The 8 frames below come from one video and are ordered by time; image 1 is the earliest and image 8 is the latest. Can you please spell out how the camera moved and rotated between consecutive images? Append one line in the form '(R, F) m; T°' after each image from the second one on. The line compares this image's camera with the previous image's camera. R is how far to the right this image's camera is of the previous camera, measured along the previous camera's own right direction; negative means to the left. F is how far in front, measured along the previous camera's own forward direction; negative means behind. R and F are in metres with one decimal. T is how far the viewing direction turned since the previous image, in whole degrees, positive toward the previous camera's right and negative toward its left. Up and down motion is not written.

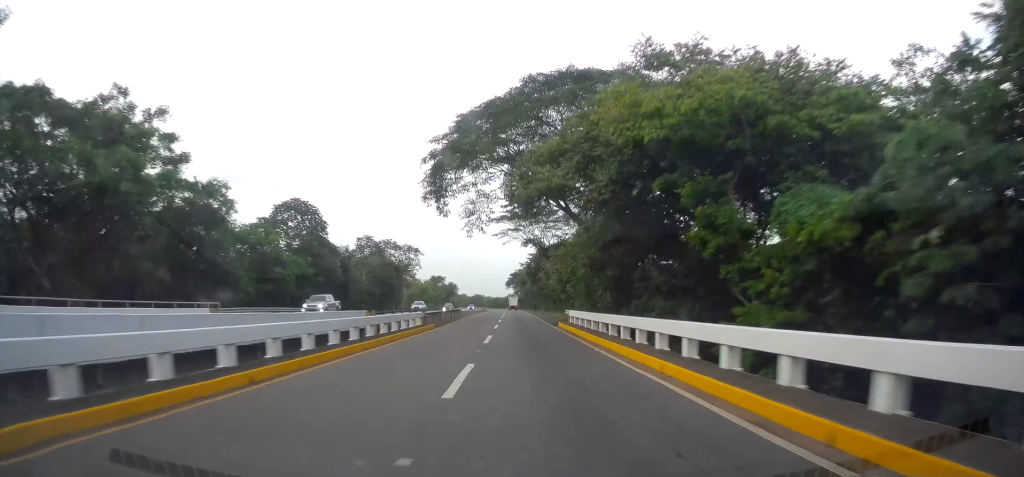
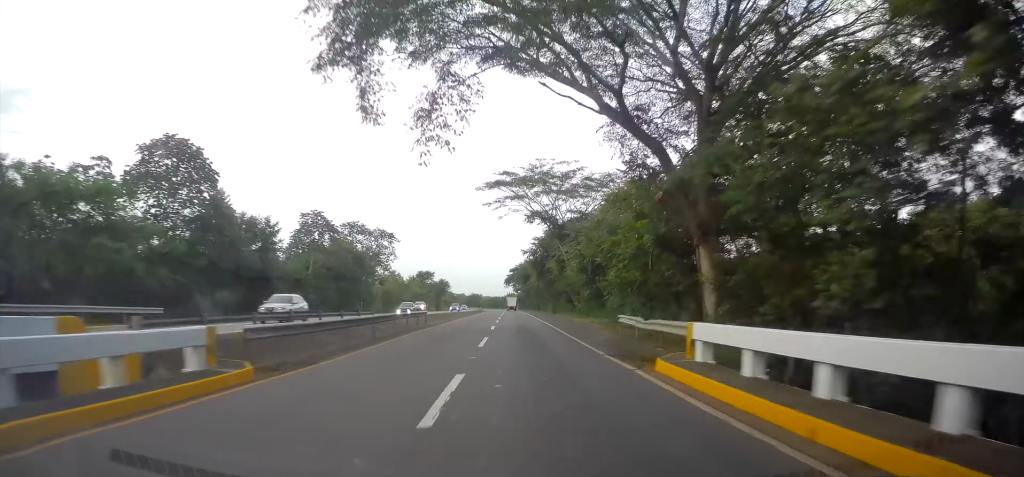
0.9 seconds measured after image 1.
(+0.2, +25.2) m; 0°
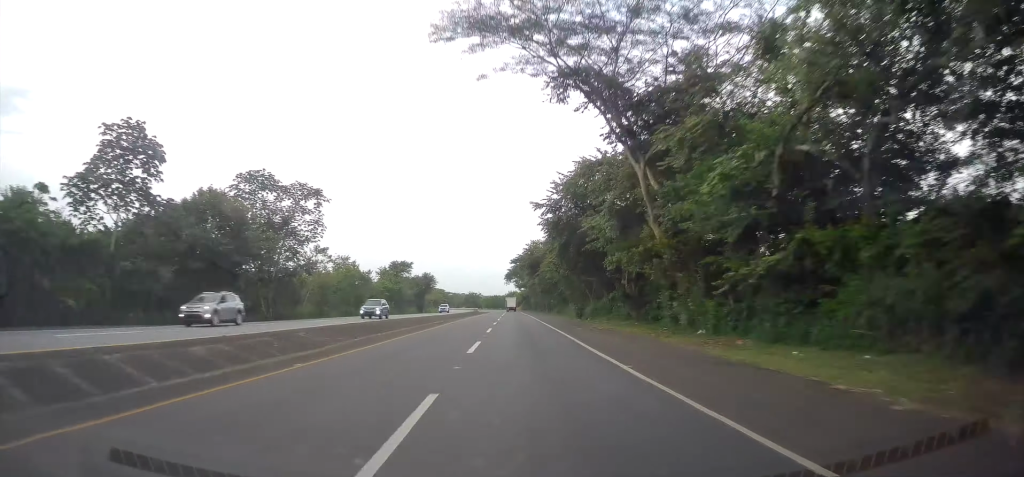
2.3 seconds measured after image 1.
(+0.1, +36.6) m; 0°
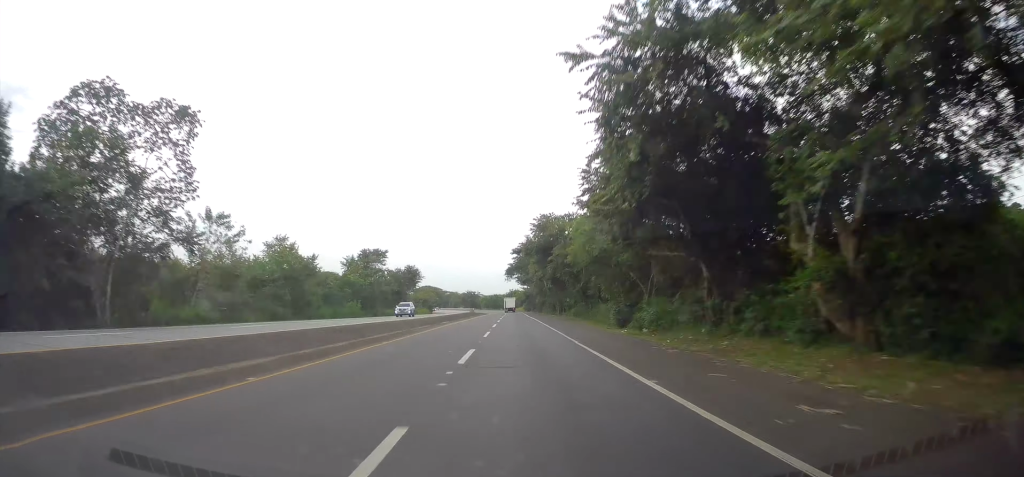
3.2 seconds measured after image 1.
(-0.1, +25.0) m; 0°
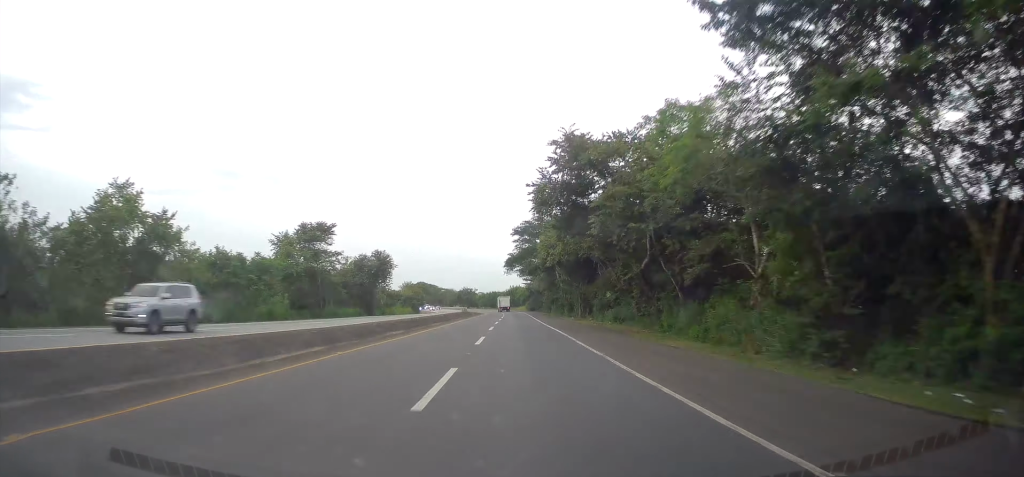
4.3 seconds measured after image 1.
(+0.2, +29.2) m; 0°
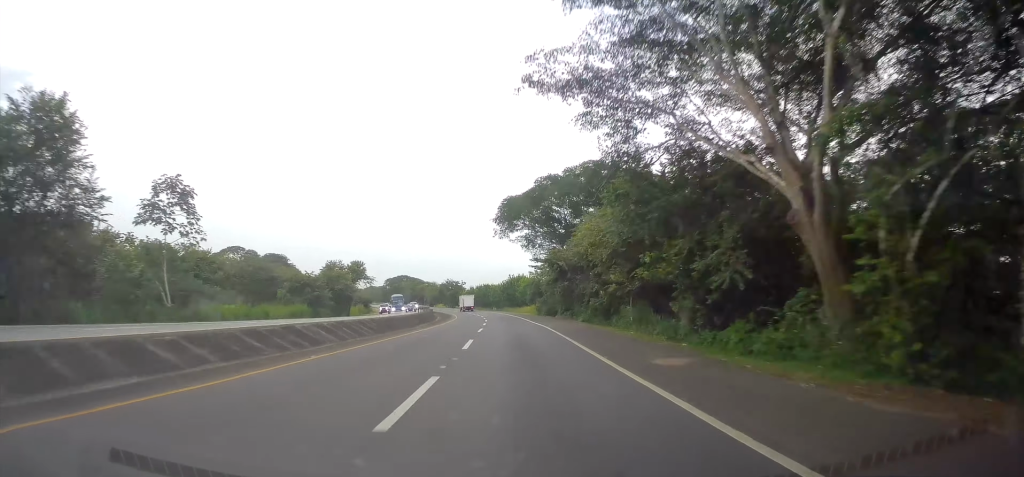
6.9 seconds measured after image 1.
(-0.4, +70.6) m; -1°
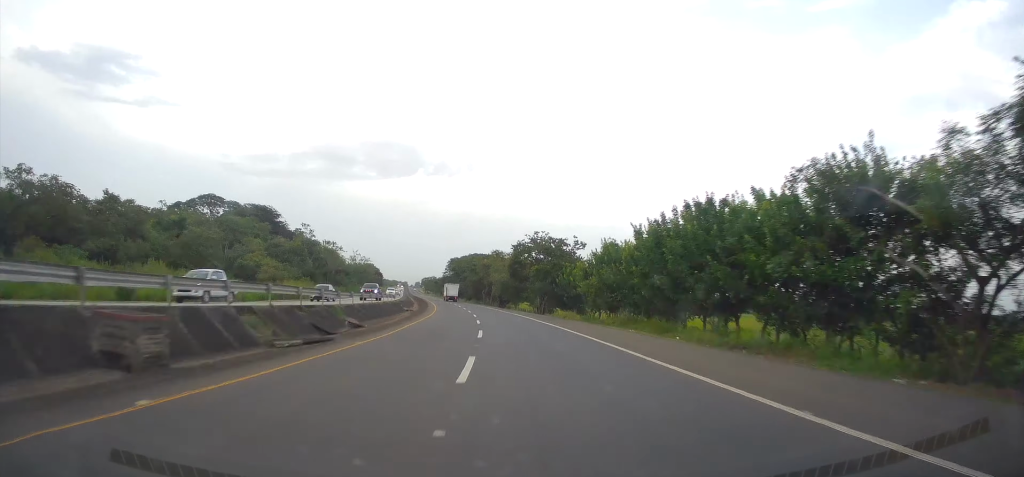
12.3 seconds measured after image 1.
(-10.4, +132.9) m; -11°
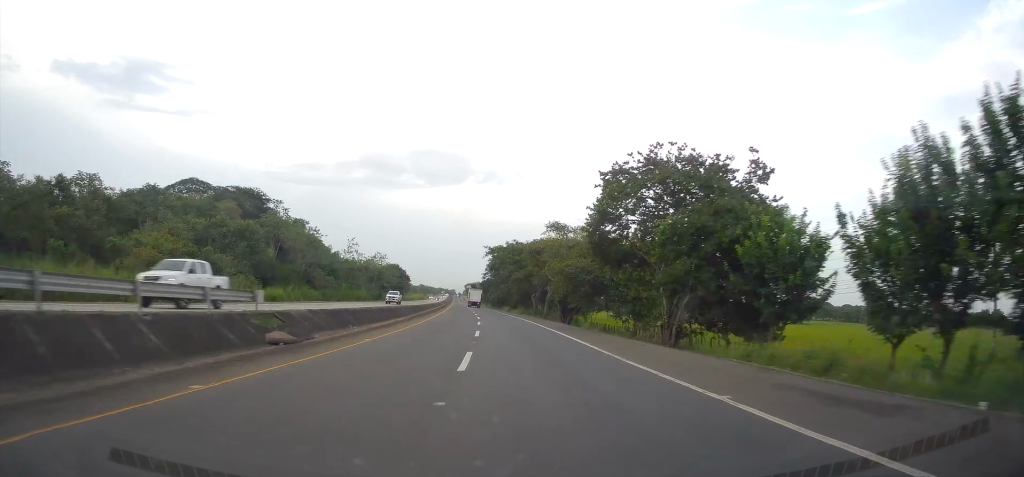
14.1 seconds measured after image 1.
(-1.6, +44.2) m; -5°
